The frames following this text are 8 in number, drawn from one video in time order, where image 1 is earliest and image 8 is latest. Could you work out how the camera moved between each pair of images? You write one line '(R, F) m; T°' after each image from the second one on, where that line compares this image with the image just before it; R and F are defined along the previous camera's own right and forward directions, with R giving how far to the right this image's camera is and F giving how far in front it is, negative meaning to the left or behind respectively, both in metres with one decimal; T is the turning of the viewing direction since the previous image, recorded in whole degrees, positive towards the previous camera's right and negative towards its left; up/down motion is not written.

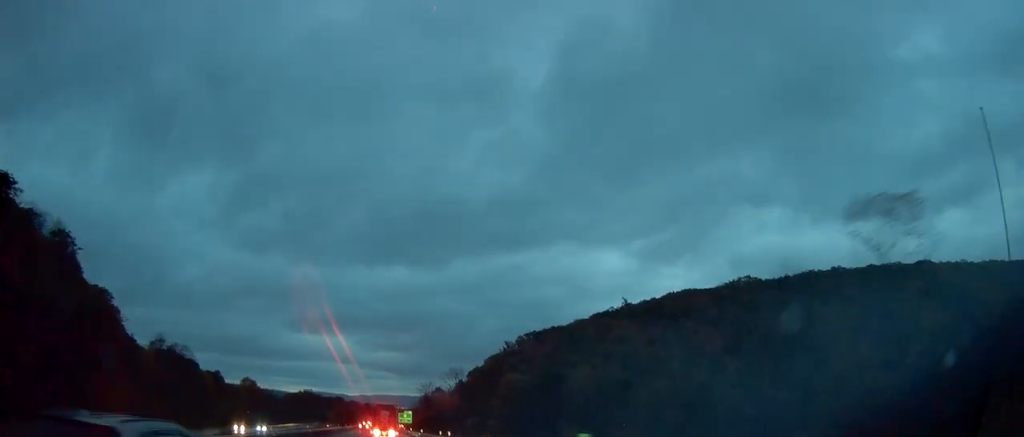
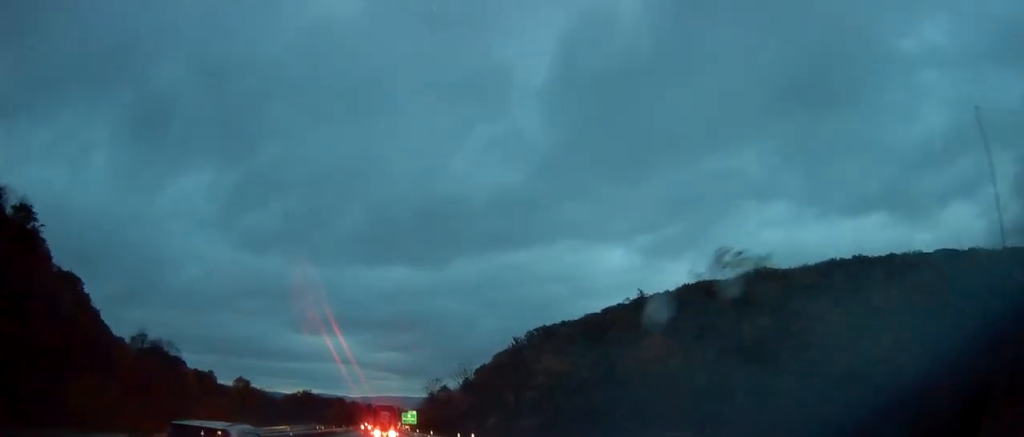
(-0.2, +15.6) m; 0°
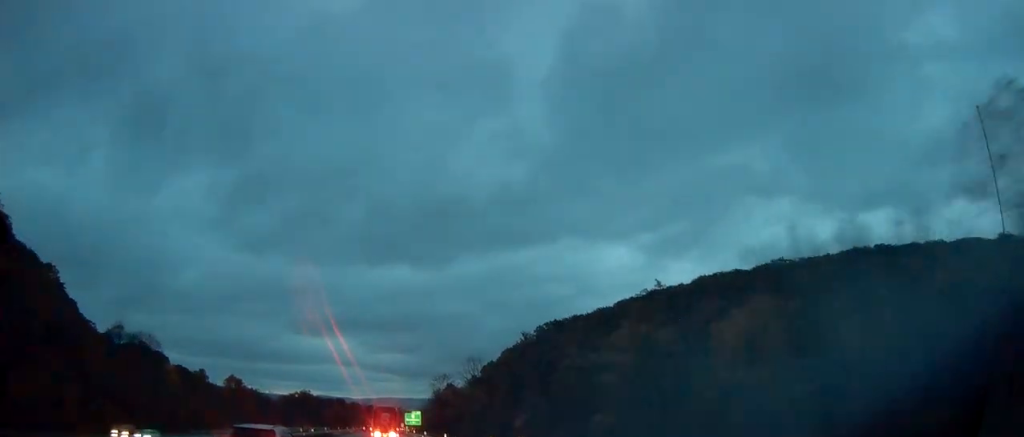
(+0.2, +16.2) m; 0°
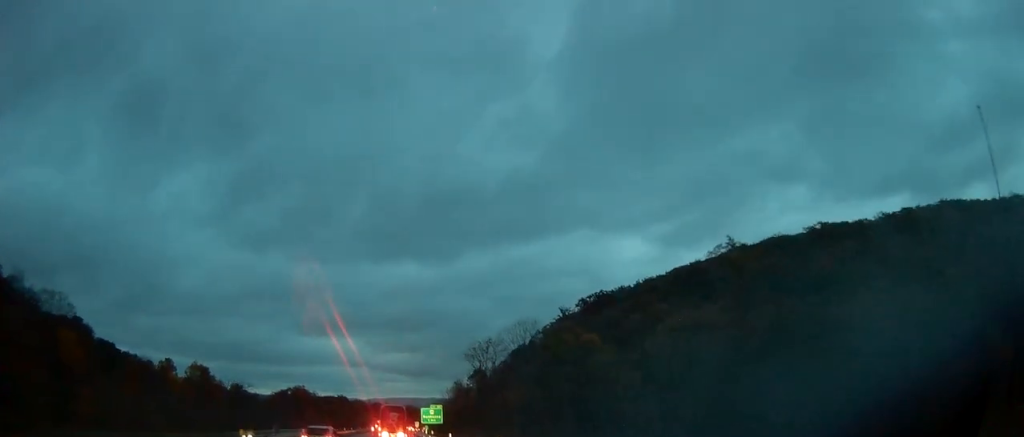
(-0.5, +51.5) m; -1°
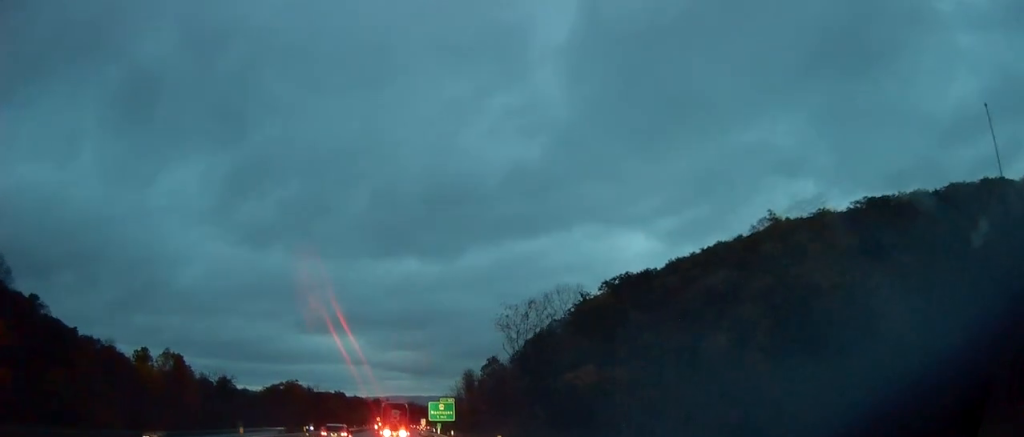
(0.0, +24.5) m; 0°
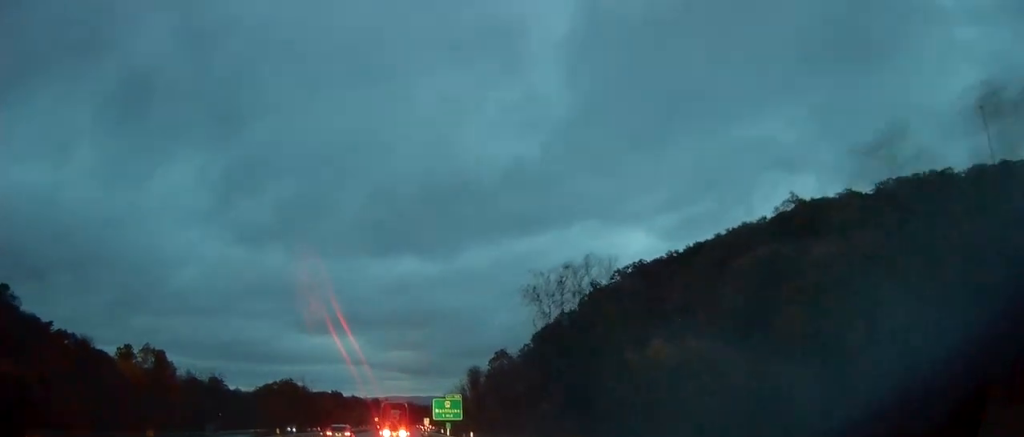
(0.0, +12.9) m; 0°
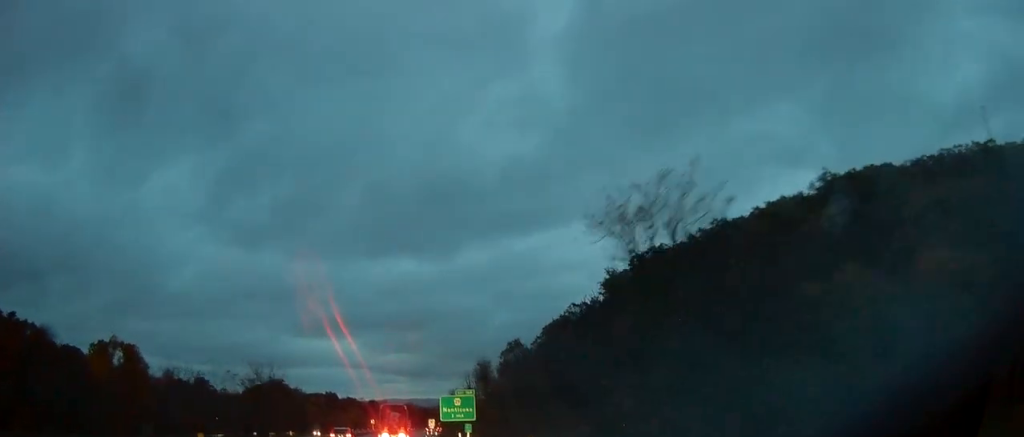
(0.0, +17.4) m; 0°
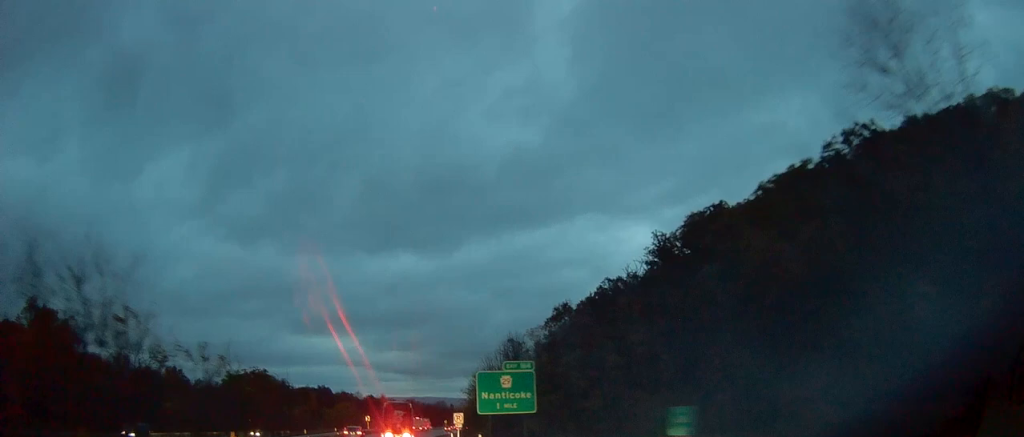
(0.0, +33.8) m; -1°
